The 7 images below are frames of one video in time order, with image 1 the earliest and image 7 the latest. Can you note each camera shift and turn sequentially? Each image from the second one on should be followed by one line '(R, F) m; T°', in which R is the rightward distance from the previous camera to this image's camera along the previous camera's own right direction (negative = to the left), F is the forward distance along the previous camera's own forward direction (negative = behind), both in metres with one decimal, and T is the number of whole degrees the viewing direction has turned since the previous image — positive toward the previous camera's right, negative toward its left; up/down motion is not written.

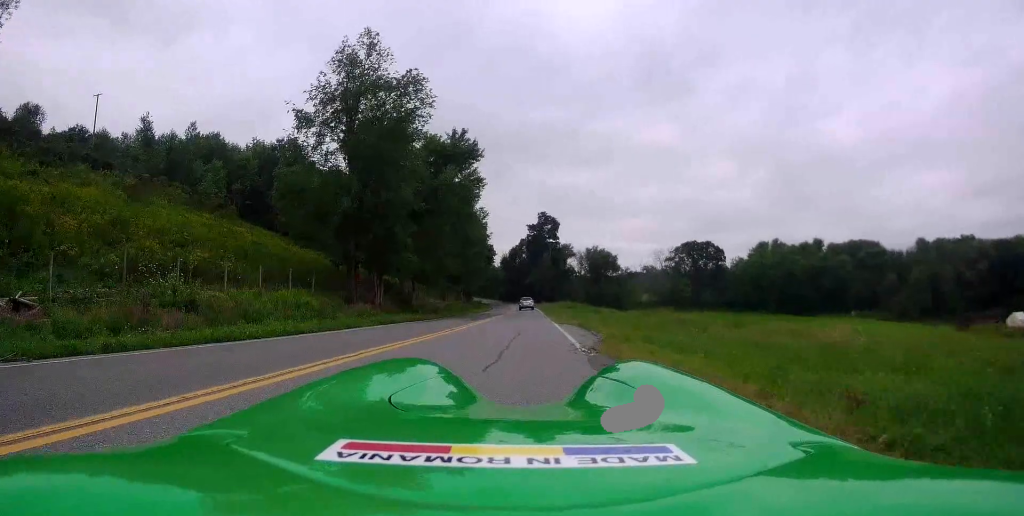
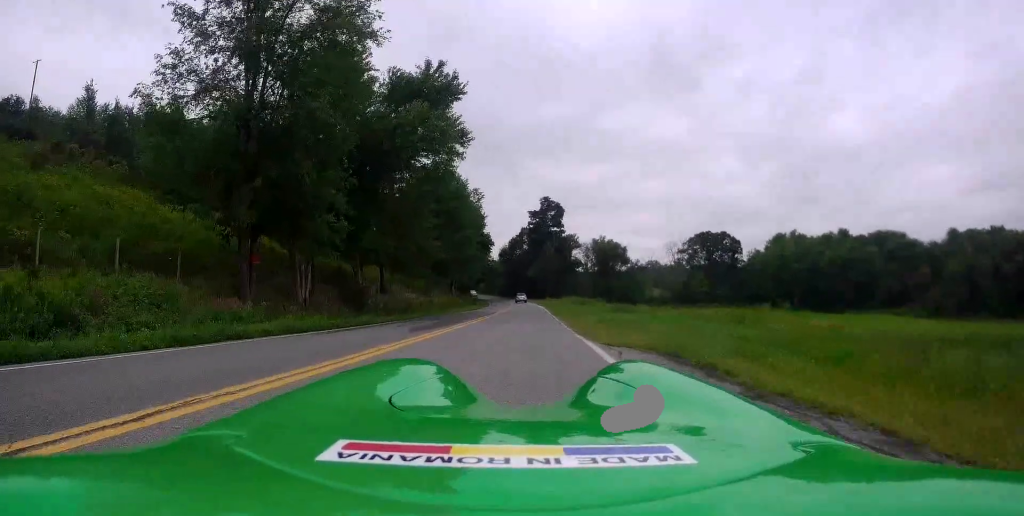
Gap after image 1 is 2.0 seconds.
(+0.3, +13.4) m; +1°
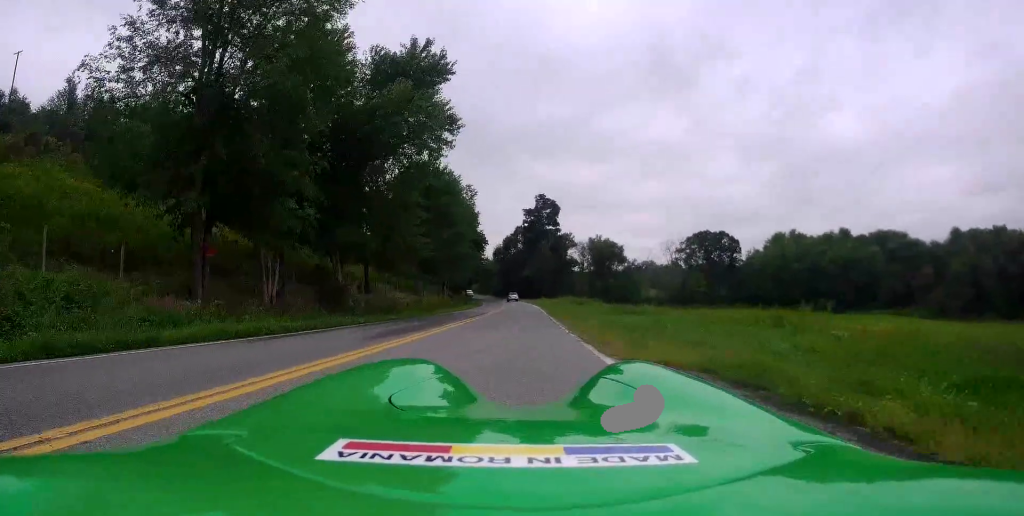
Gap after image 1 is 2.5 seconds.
(-0.1, +3.2) m; 0°
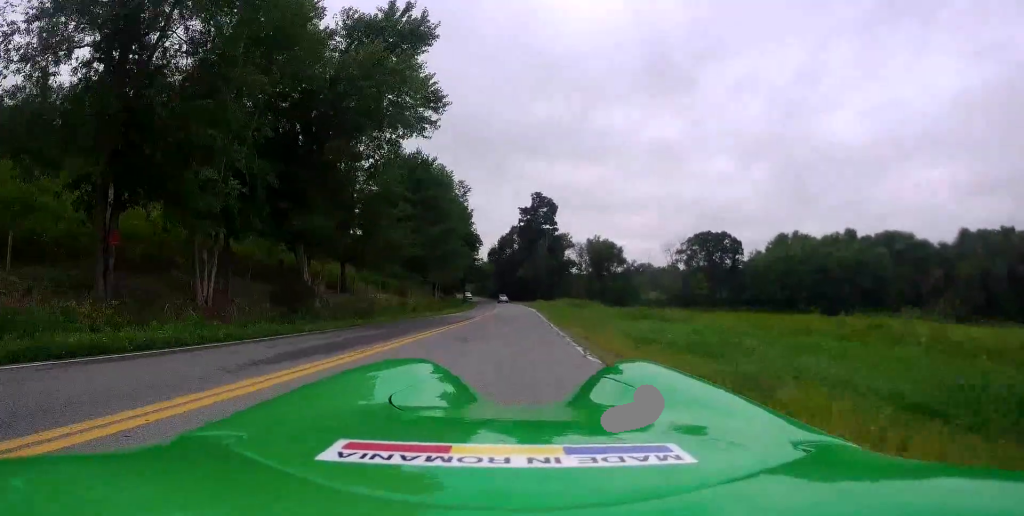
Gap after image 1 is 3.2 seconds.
(+0.2, +4.9) m; +1°
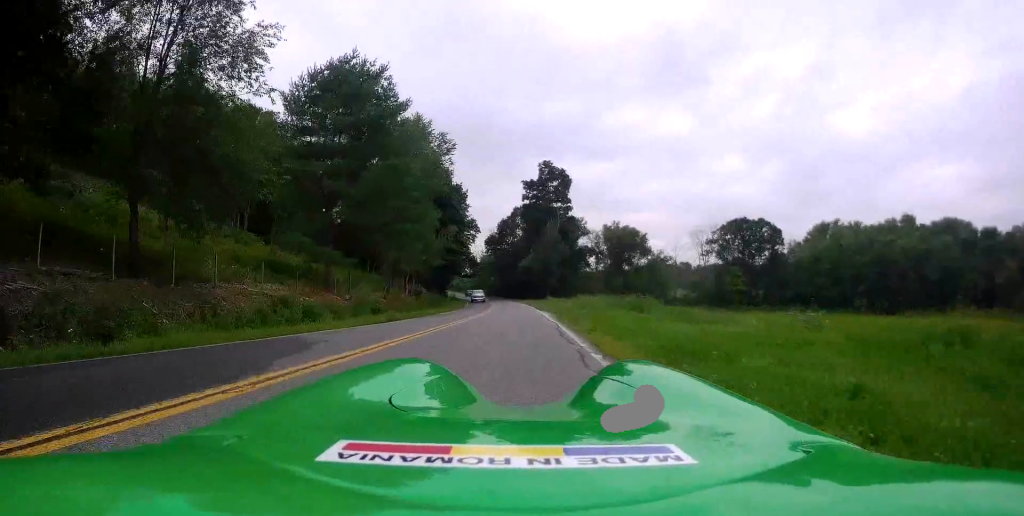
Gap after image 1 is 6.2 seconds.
(-1.1, +23.6) m; -4°
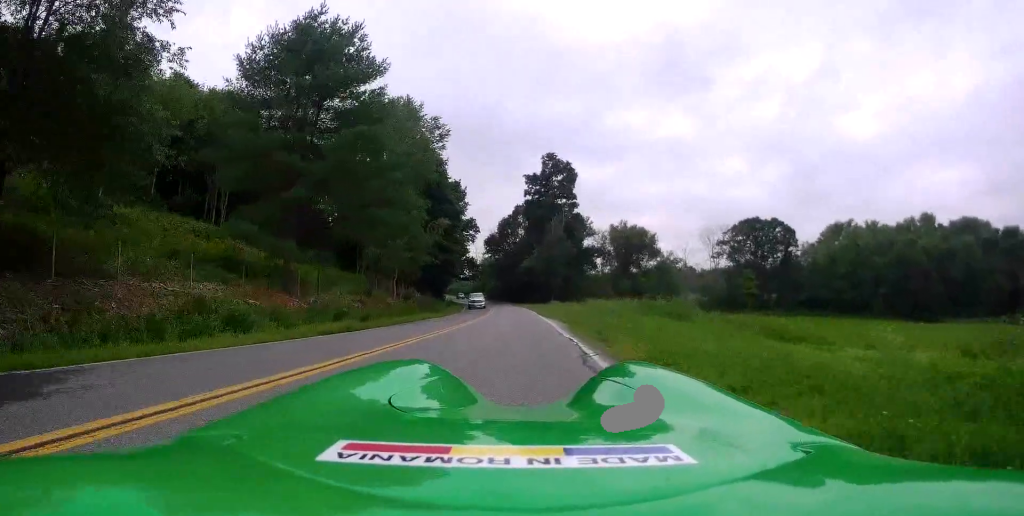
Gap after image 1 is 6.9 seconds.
(-0.1, +6.3) m; 0°
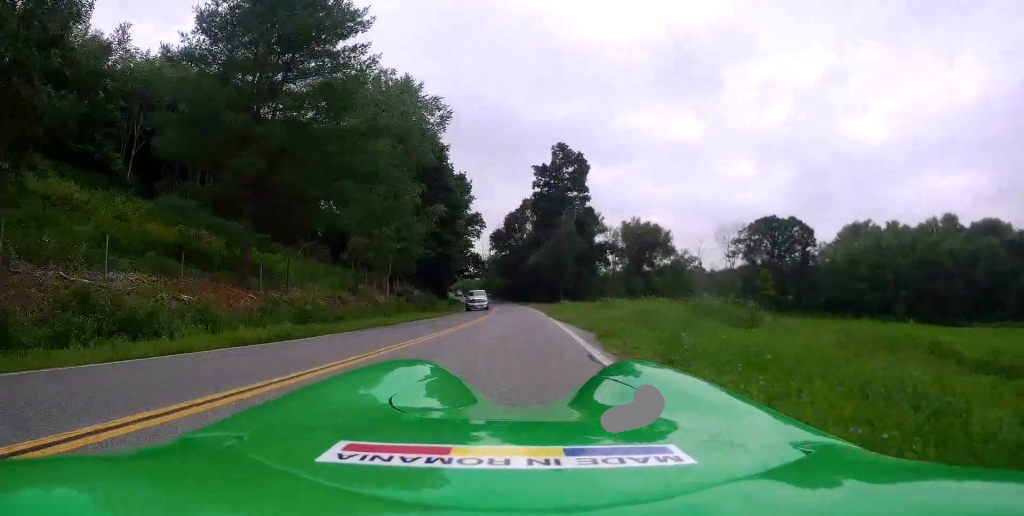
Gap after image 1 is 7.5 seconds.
(-0.3, +5.4) m; 0°
